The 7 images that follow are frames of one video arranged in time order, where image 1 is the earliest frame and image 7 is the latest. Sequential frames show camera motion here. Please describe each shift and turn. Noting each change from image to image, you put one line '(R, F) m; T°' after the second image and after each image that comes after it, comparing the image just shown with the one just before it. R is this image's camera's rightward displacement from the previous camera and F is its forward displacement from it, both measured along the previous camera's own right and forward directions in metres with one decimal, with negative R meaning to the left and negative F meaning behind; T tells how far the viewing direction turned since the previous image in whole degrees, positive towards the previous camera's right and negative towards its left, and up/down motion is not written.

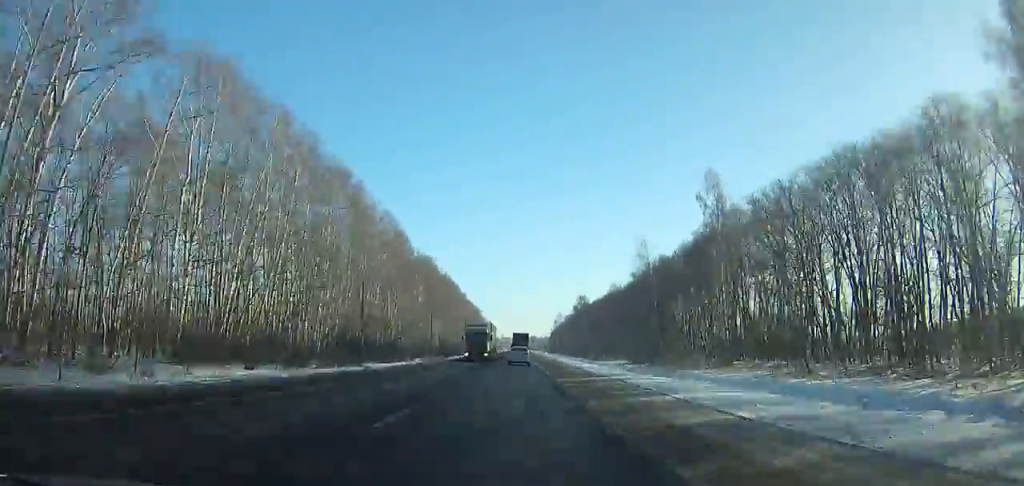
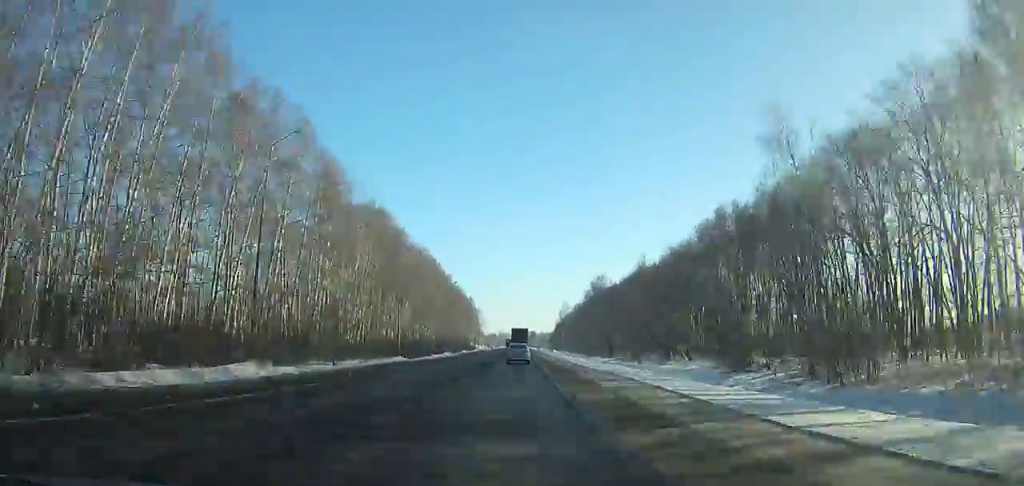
(-0.1, +46.7) m; 0°
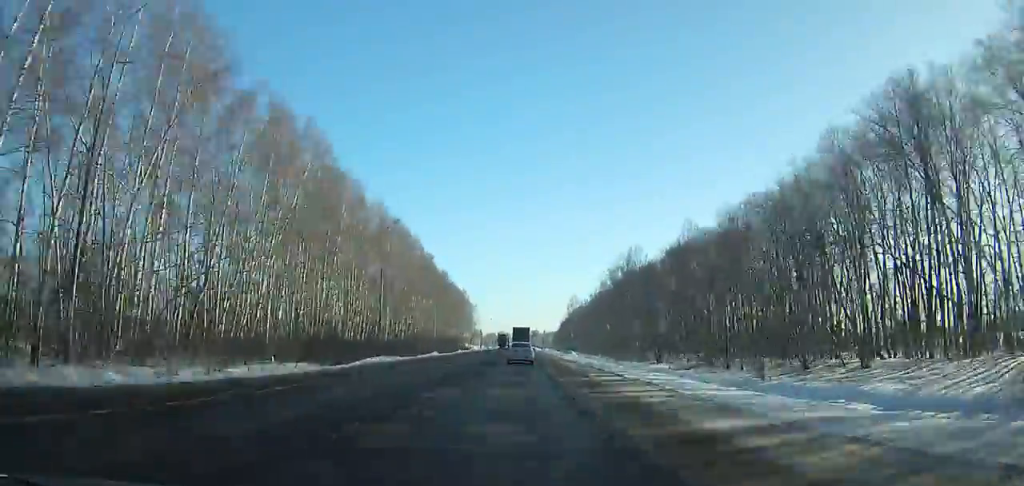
(0.0, +40.7) m; 0°
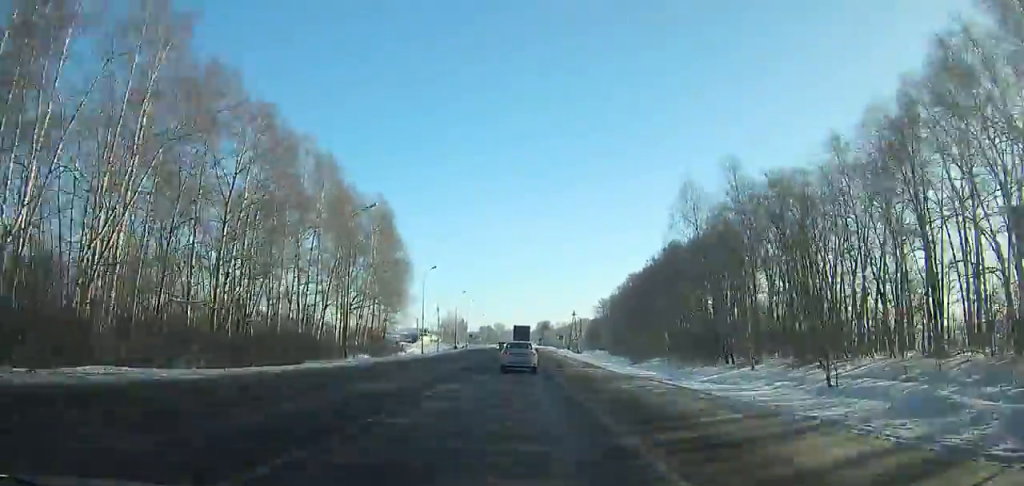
(-0.4, +157.3) m; 0°
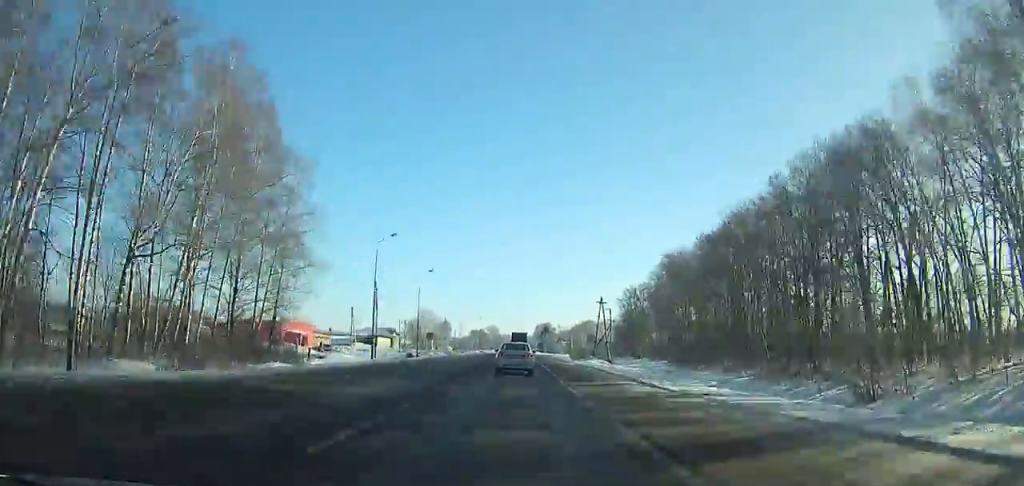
(+0.3, +54.8) m; 0°
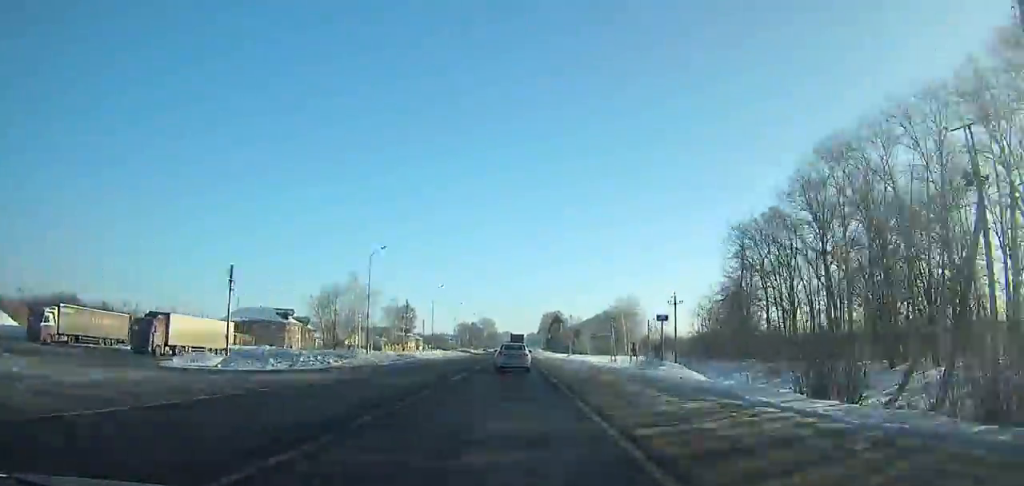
(-0.2, +83.2) m; 0°
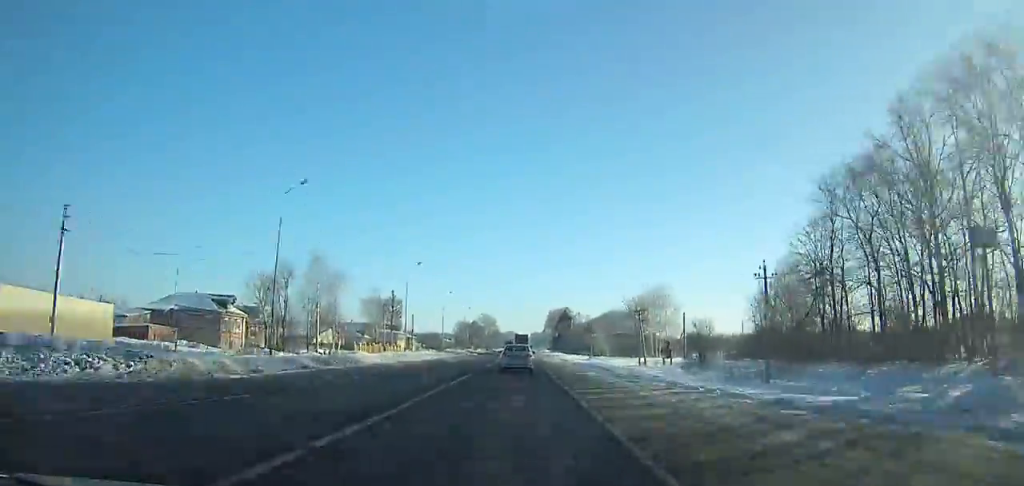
(-0.1, +22.5) m; 0°
